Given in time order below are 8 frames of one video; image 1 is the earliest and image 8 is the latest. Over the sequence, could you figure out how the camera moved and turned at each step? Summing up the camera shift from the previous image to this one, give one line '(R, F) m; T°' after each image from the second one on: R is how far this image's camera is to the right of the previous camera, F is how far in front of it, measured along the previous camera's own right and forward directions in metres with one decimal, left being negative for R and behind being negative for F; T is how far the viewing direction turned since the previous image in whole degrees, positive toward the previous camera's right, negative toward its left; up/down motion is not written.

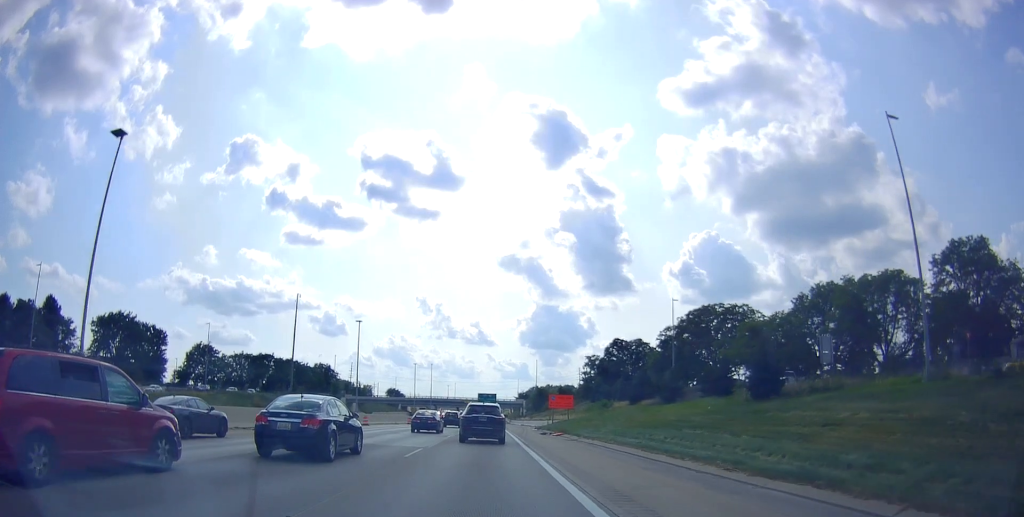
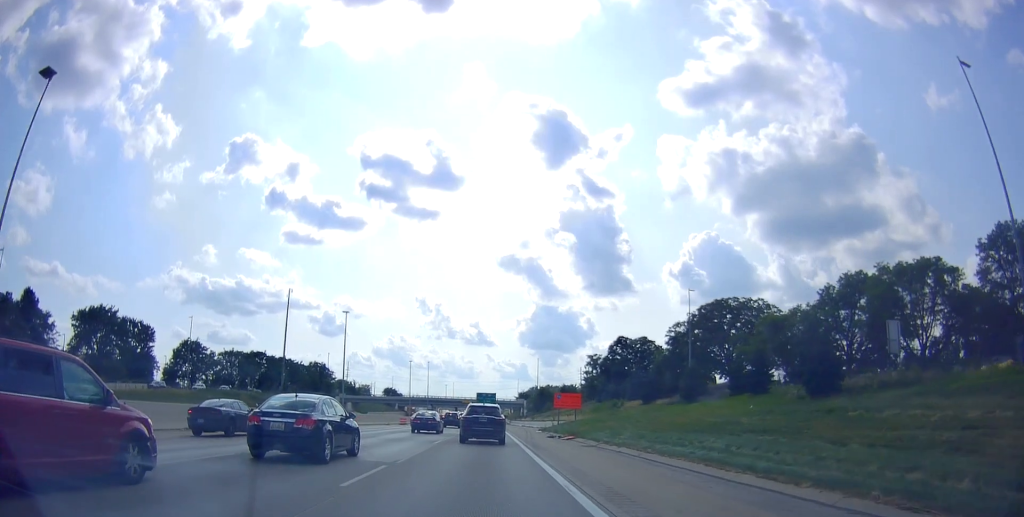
(-0.4, +6.8) m; -1°
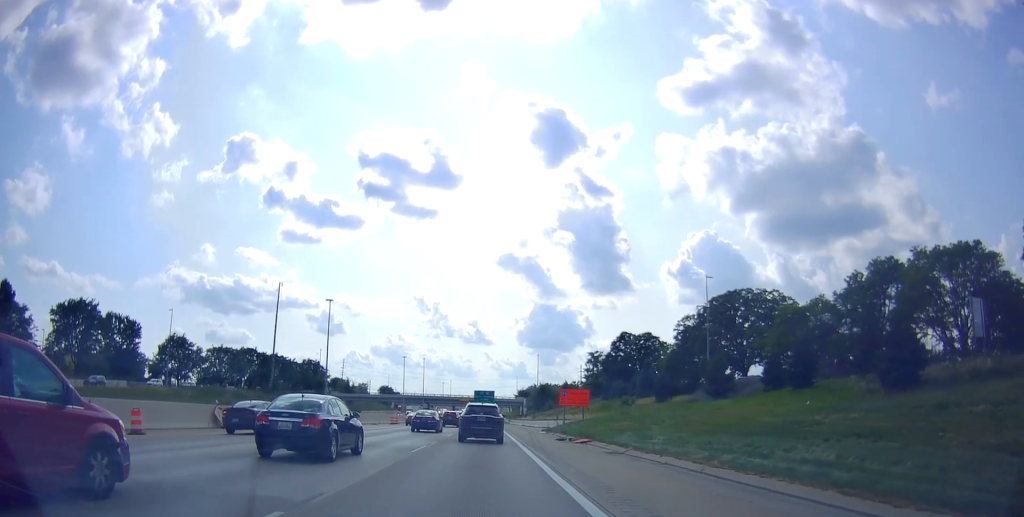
(+0.1, +6.5) m; +2°
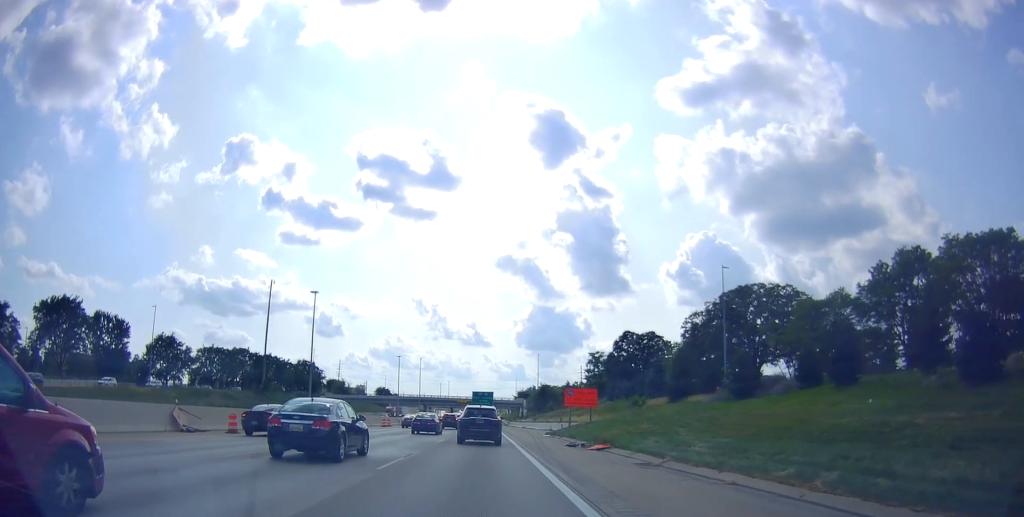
(+0.1, +5.0) m; +2°
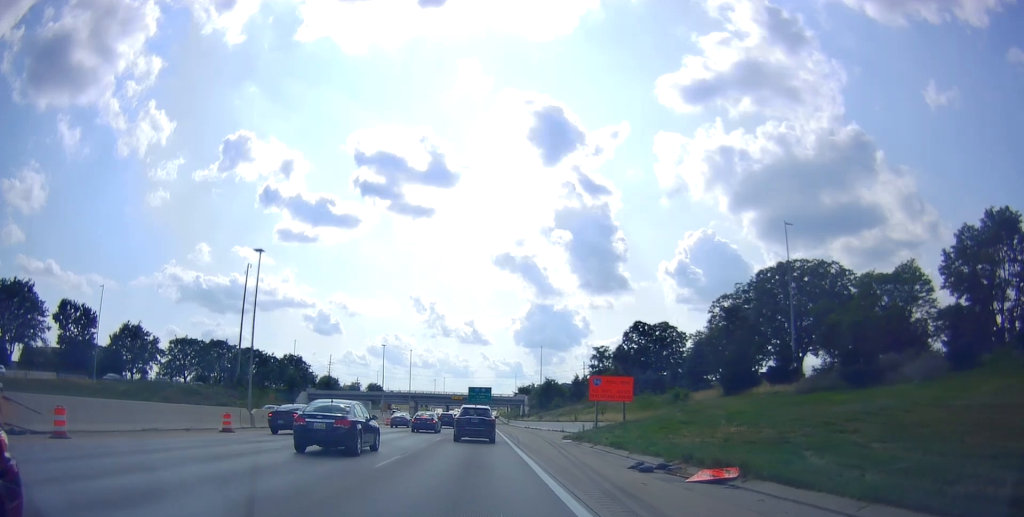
(0.0, +13.6) m; 0°
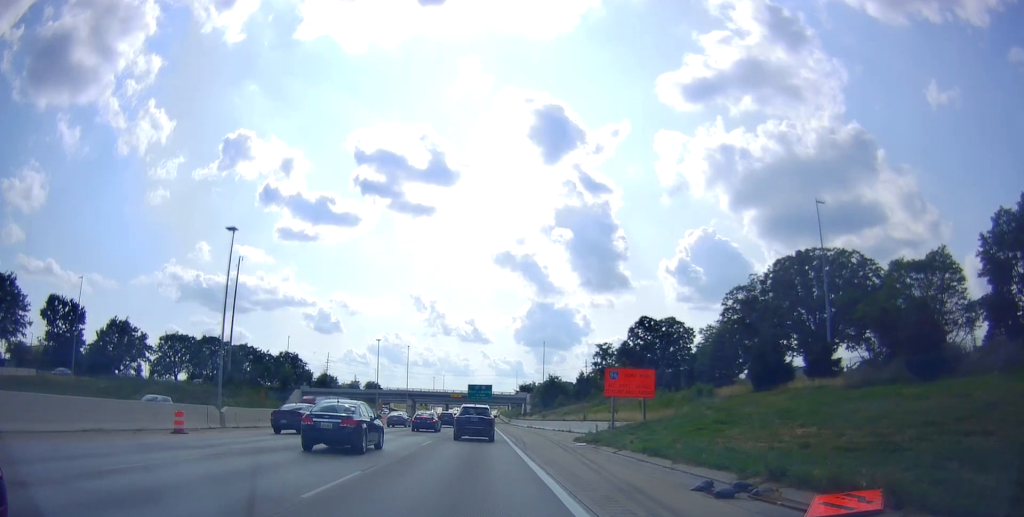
(0.0, +5.1) m; 0°
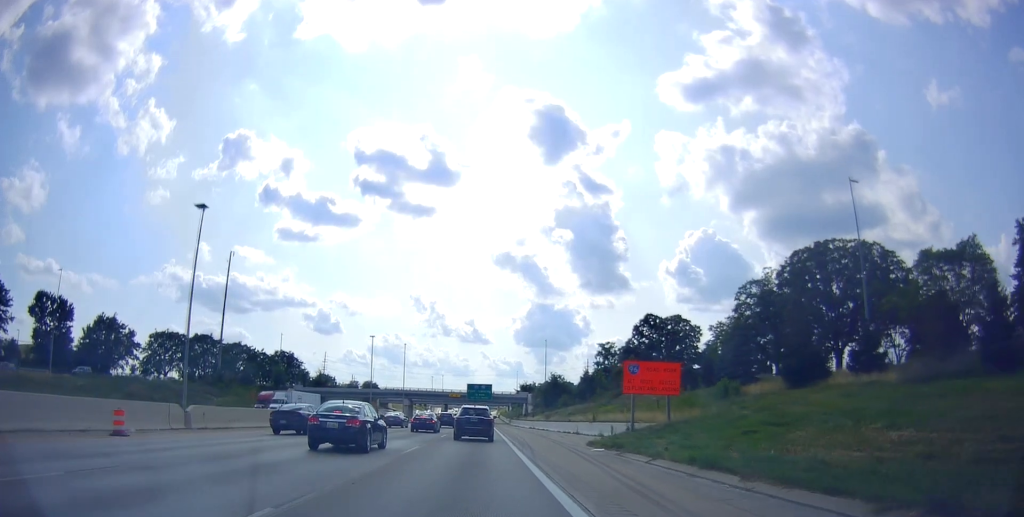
(0.0, +4.7) m; 0°
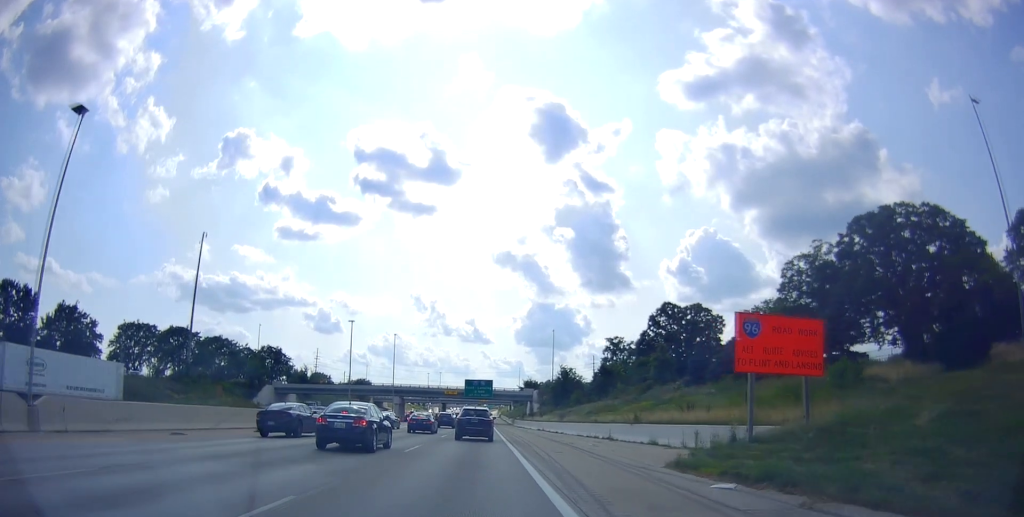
(0.0, +13.5) m; +4°
